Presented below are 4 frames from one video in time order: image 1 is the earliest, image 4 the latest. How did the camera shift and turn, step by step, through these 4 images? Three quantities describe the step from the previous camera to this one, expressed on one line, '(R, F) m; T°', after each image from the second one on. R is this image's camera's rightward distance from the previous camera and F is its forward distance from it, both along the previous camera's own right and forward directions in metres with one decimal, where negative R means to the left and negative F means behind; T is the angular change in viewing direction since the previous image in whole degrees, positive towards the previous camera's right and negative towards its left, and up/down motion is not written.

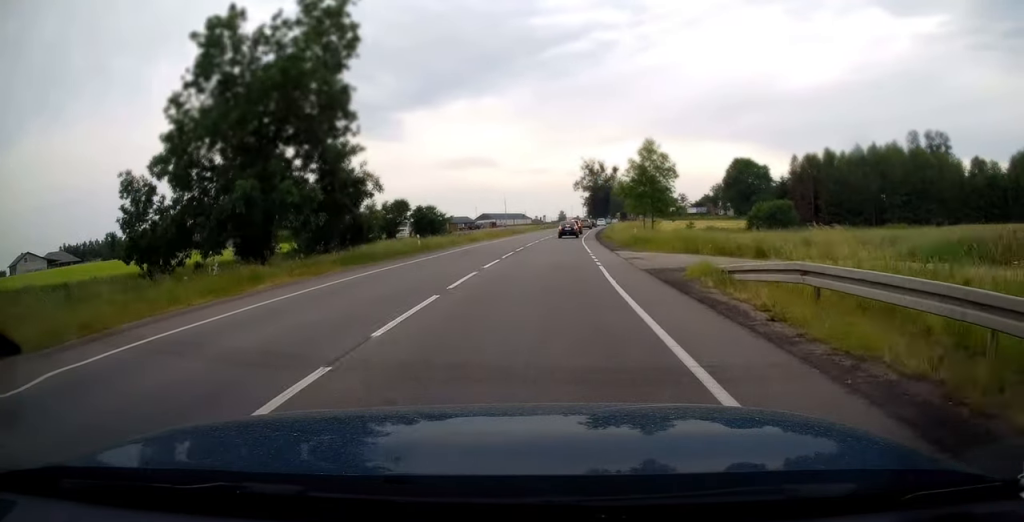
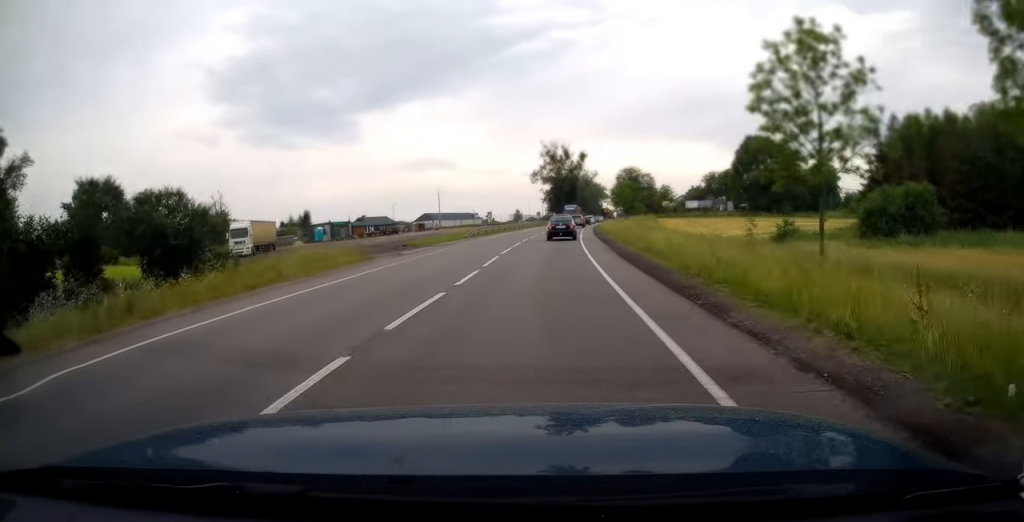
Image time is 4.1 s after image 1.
(+1.6, +51.5) m; +4°
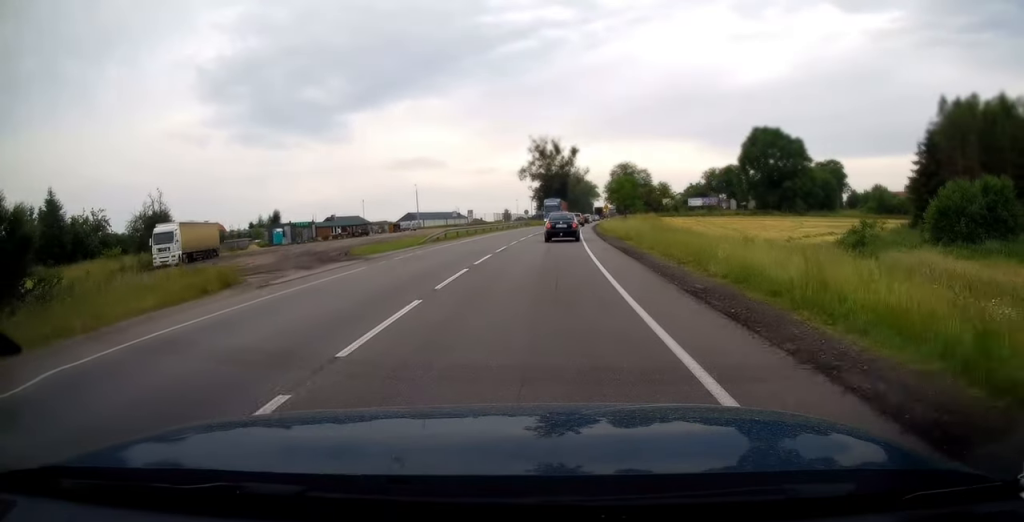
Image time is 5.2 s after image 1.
(+0.1, +12.9) m; +1°
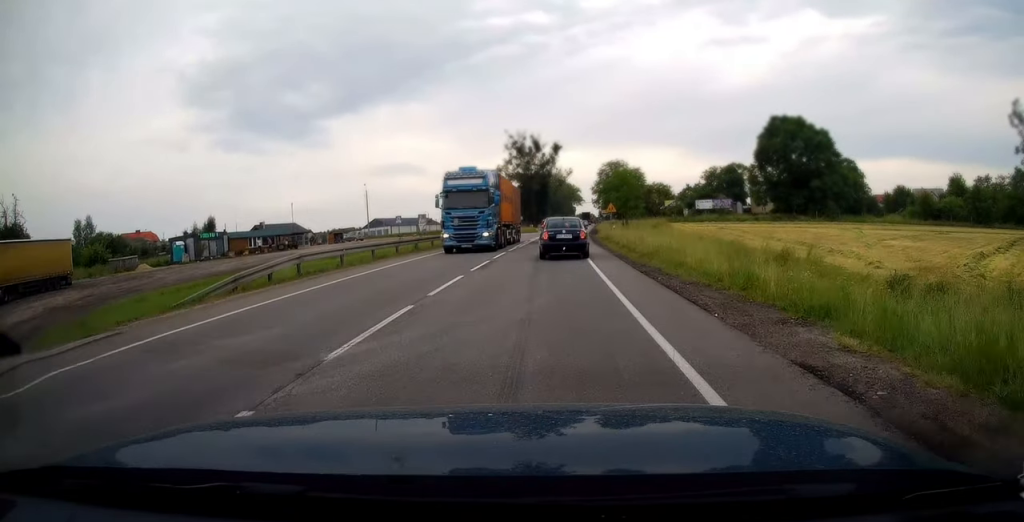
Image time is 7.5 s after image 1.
(+0.6, +22.4) m; +2°
